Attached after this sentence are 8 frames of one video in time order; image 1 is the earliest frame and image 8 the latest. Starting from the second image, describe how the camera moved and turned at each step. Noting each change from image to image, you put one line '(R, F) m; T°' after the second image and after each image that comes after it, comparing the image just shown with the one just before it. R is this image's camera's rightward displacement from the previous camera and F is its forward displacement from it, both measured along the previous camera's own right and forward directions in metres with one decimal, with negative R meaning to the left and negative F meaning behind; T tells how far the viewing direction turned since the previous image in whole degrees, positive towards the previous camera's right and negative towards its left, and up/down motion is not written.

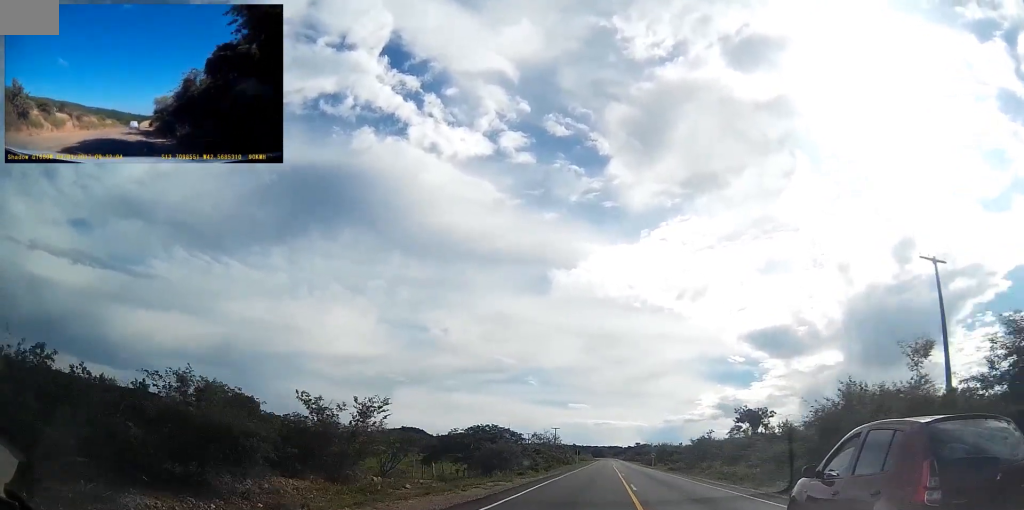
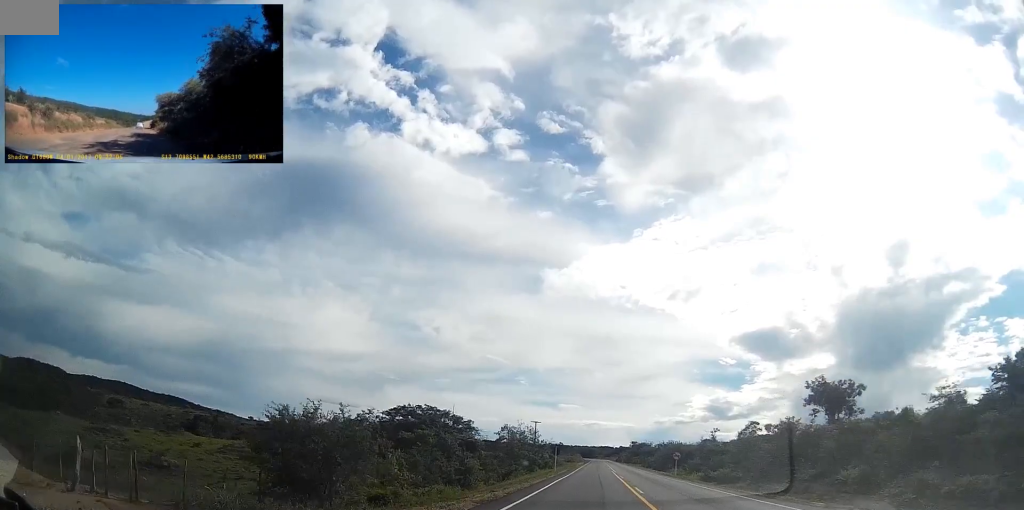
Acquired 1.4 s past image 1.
(+0.2, +31.3) m; 0°
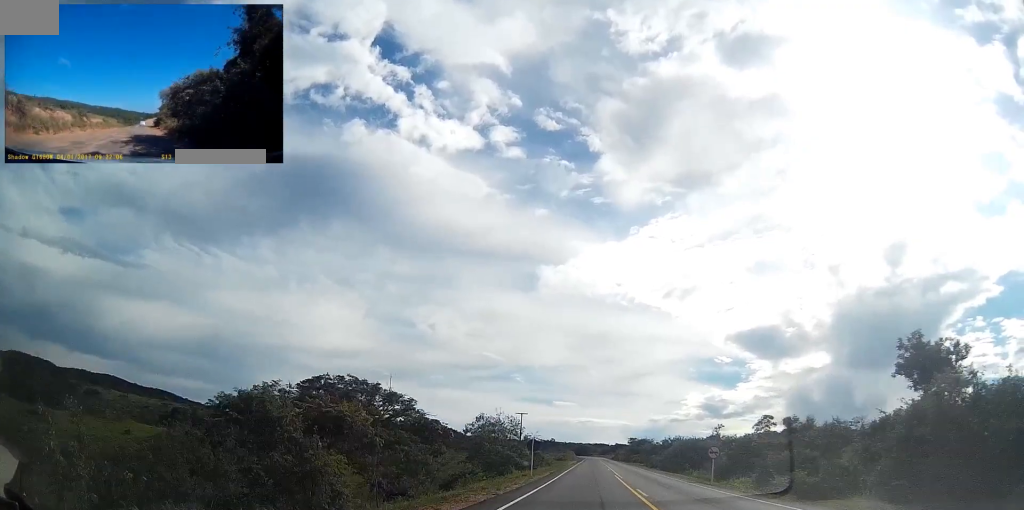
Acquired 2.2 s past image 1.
(-0.1, +17.7) m; 0°
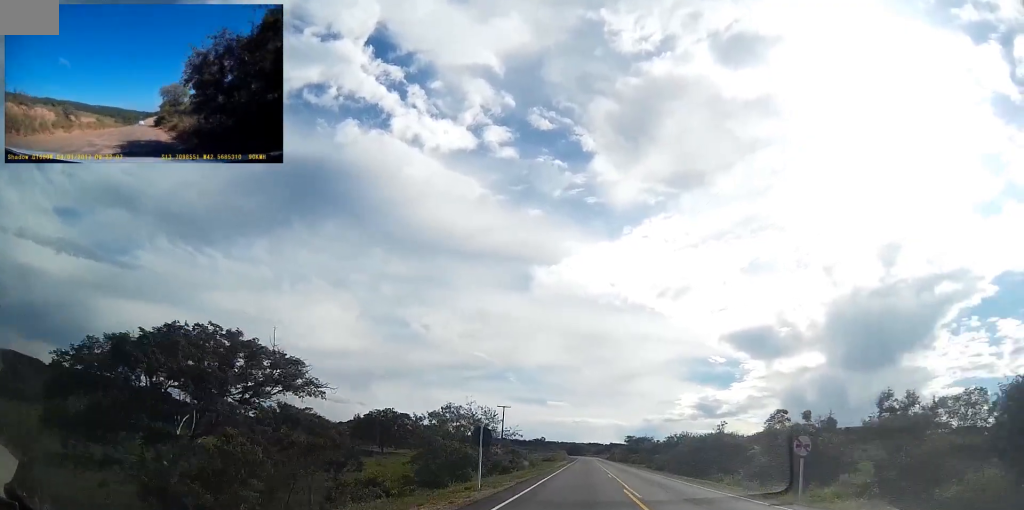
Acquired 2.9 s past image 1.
(+0.1, +15.3) m; 0°
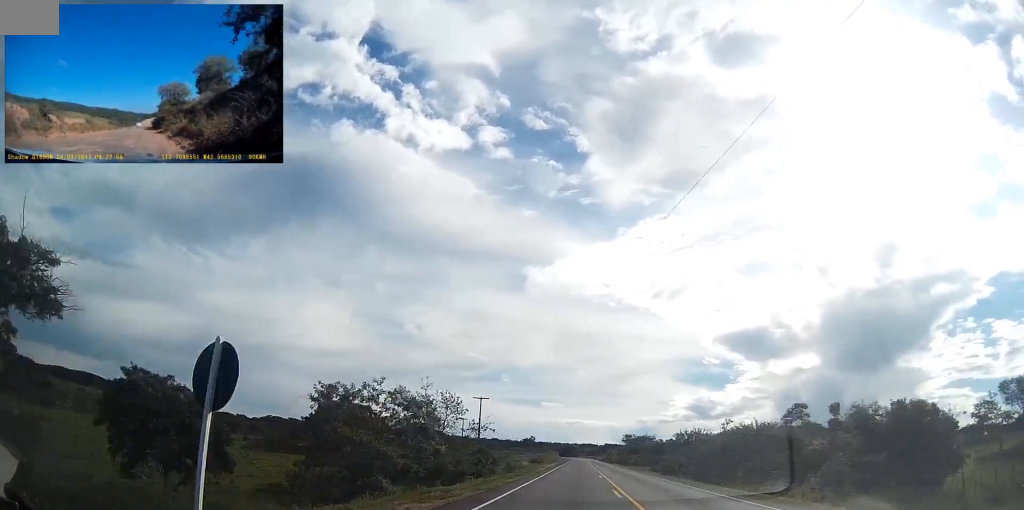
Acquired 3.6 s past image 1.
(0.0, +16.3) m; 0°
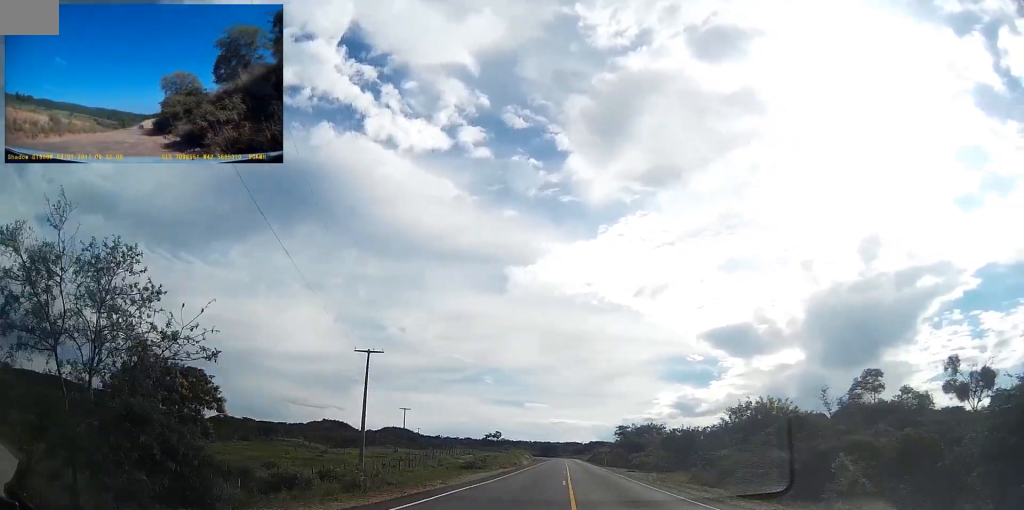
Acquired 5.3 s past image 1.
(+0.3, +38.0) m; +1°
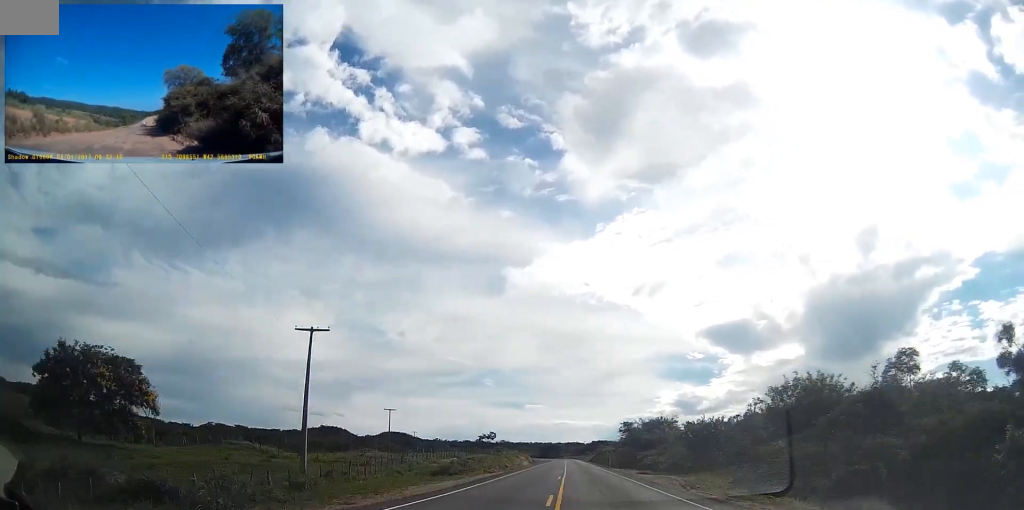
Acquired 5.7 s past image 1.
(+0.1, +10.4) m; 0°
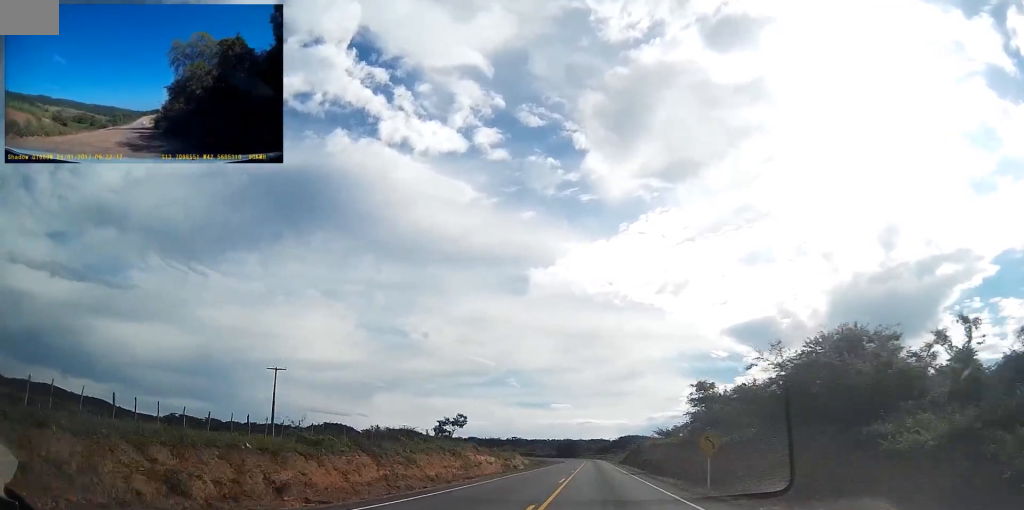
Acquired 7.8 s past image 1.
(0.0, +51.0) m; -1°
